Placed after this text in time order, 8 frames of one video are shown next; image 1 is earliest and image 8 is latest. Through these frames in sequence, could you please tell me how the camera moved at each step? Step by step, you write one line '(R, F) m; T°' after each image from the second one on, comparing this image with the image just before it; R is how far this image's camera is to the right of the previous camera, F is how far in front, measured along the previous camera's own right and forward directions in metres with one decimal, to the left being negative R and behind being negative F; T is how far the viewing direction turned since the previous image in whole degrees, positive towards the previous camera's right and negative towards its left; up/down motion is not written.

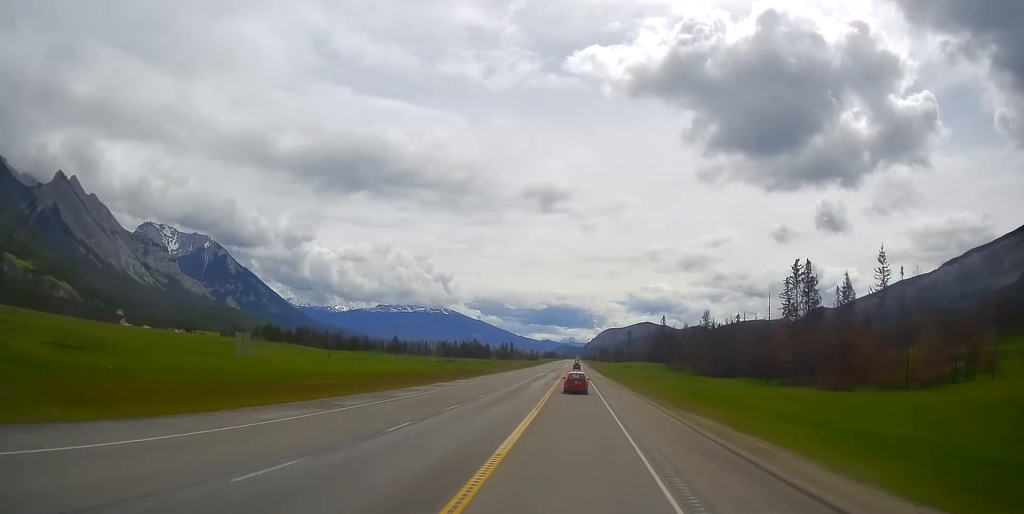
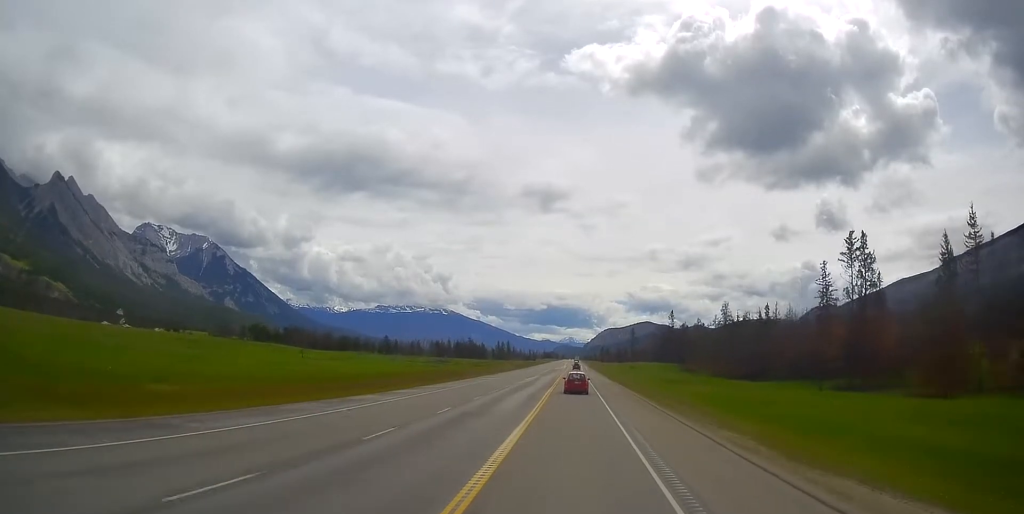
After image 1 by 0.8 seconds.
(-0.1, +19.9) m; 0°
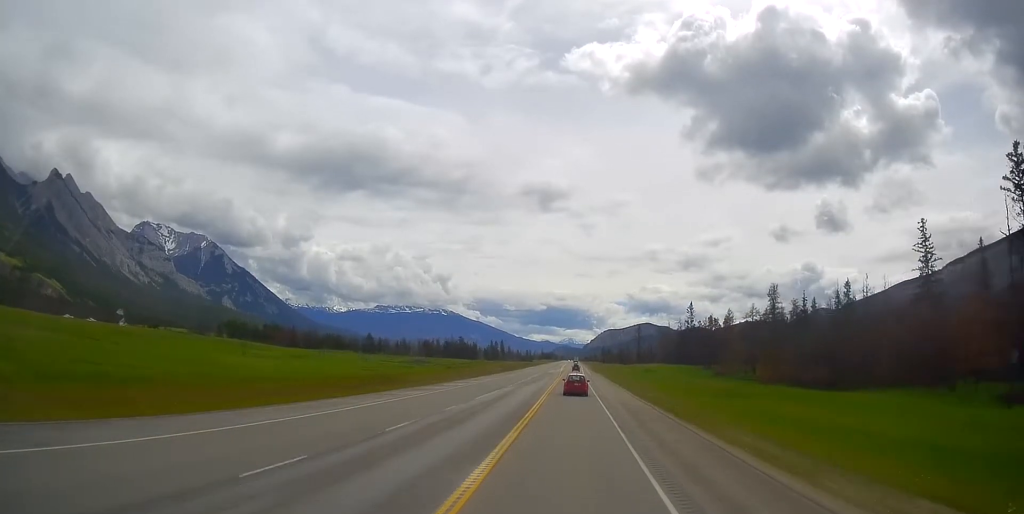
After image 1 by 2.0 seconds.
(-0.2, +33.1) m; 0°
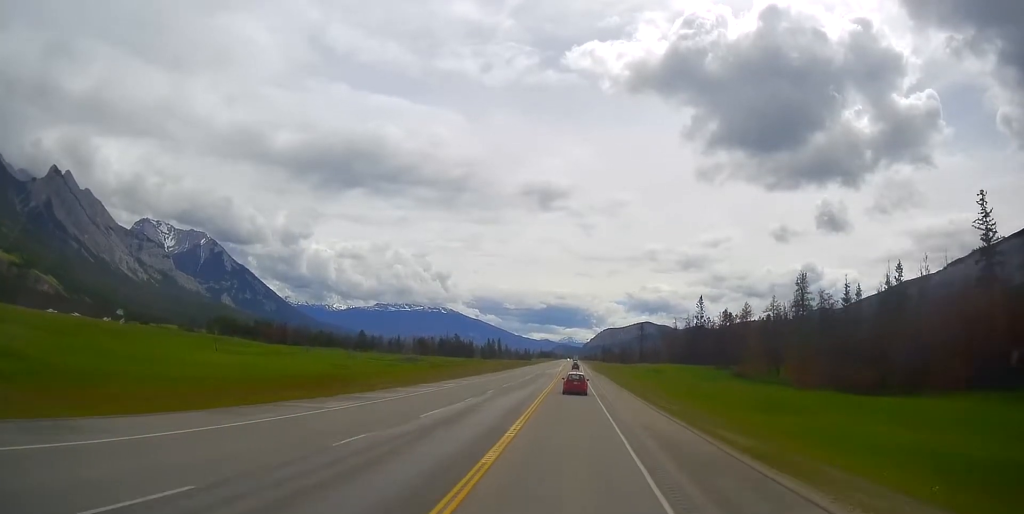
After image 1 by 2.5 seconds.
(0.0, +13.2) m; 0°
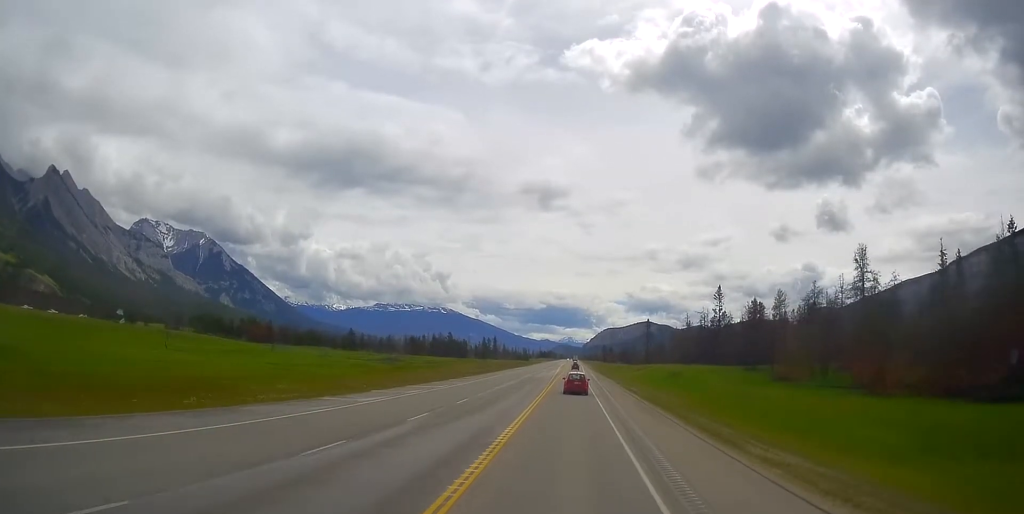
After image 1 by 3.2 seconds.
(+0.1, +19.2) m; -1°
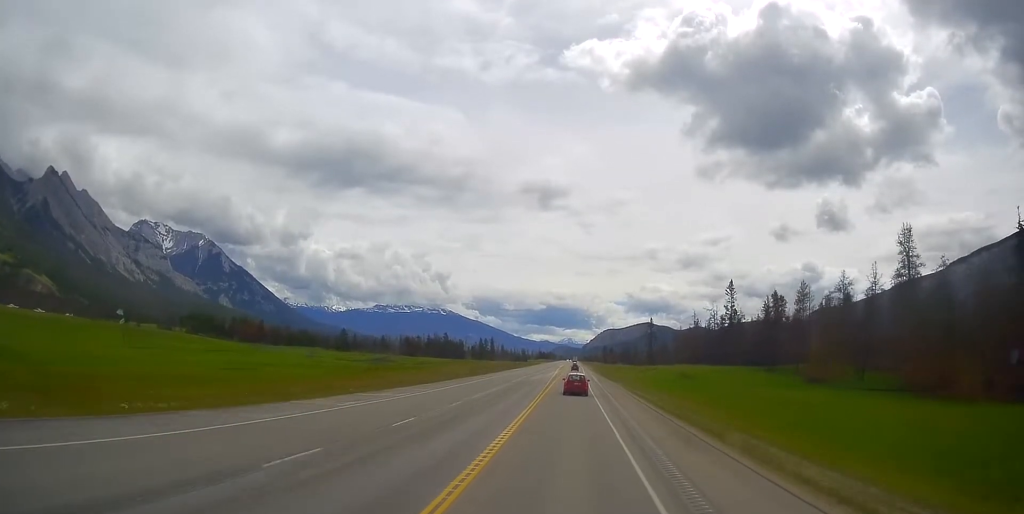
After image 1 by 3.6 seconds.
(-0.1, +10.5) m; 0°
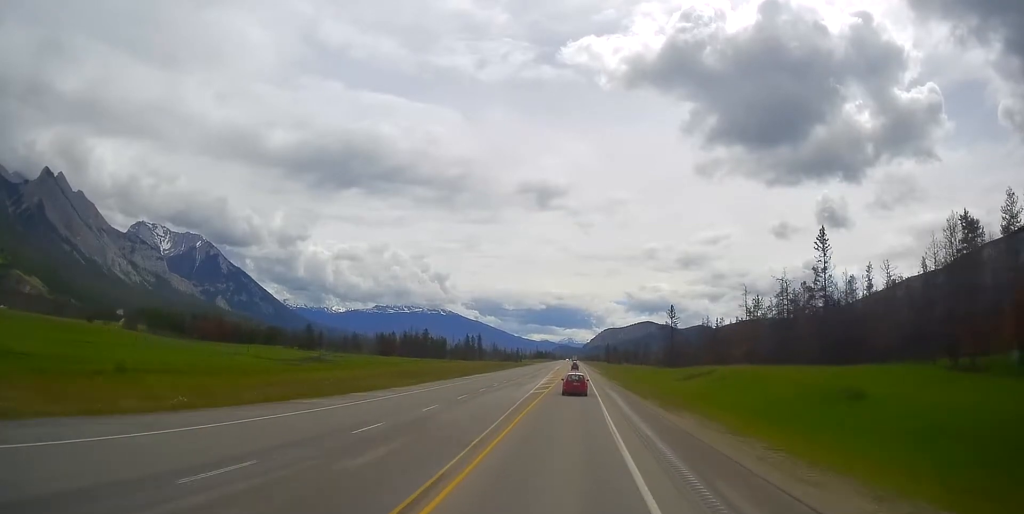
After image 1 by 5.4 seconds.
(-0.3, +46.4) m; +1°
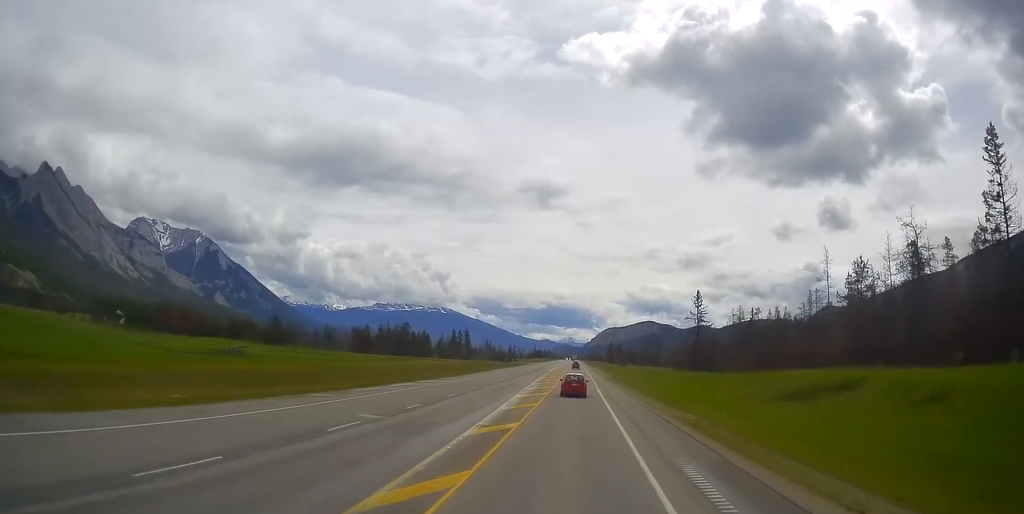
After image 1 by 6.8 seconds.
(+0.3, +35.9) m; 0°
